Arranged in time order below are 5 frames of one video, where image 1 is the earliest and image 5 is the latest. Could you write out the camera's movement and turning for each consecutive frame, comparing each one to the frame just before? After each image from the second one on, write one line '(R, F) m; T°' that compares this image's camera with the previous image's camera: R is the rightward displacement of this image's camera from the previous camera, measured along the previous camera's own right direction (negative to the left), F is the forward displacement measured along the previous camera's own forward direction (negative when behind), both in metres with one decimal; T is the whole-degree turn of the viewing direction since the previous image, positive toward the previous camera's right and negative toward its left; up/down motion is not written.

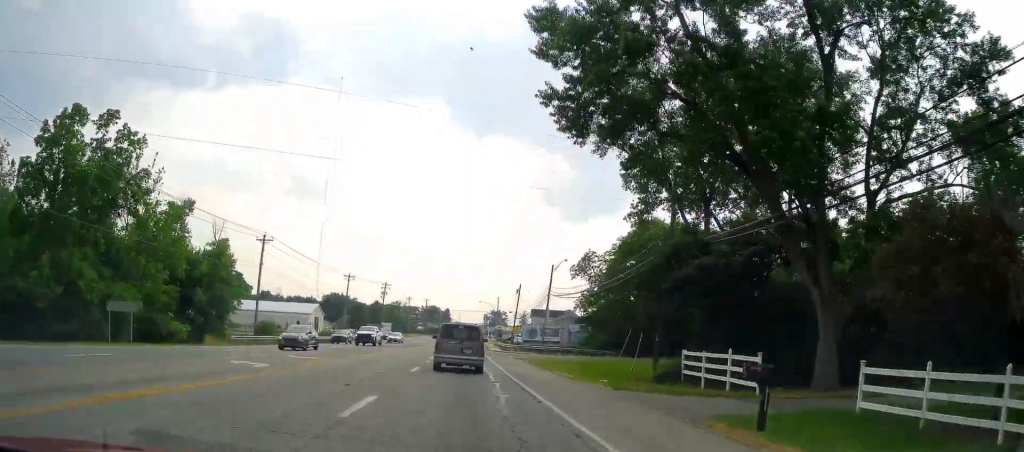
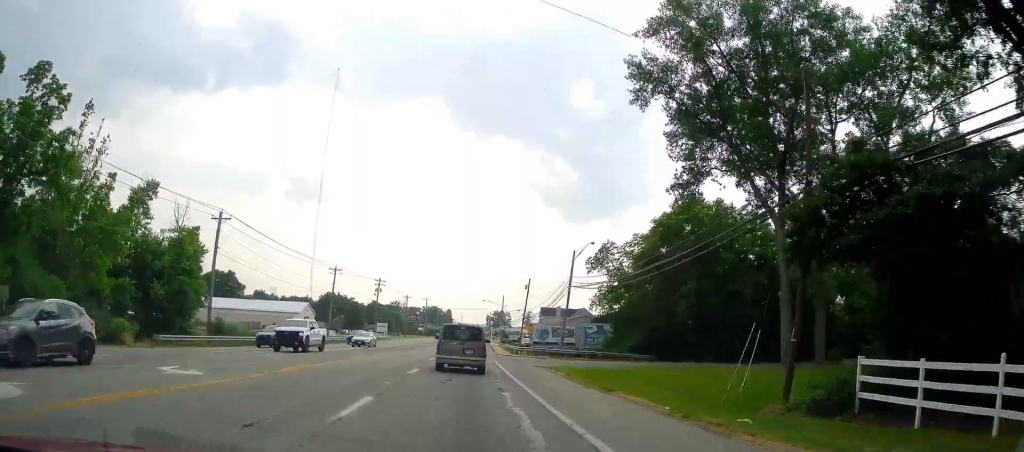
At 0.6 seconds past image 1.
(+0.1, +12.3) m; 0°
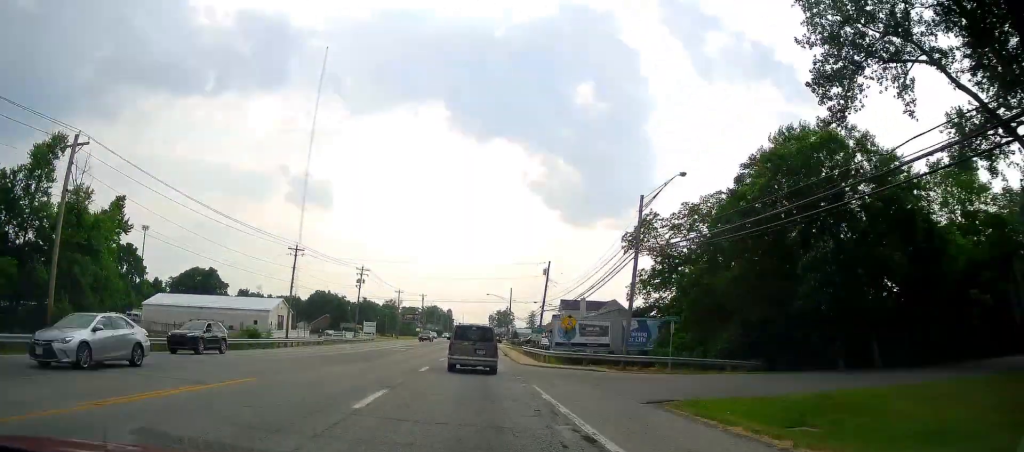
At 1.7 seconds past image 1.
(+0.2, +21.7) m; 0°
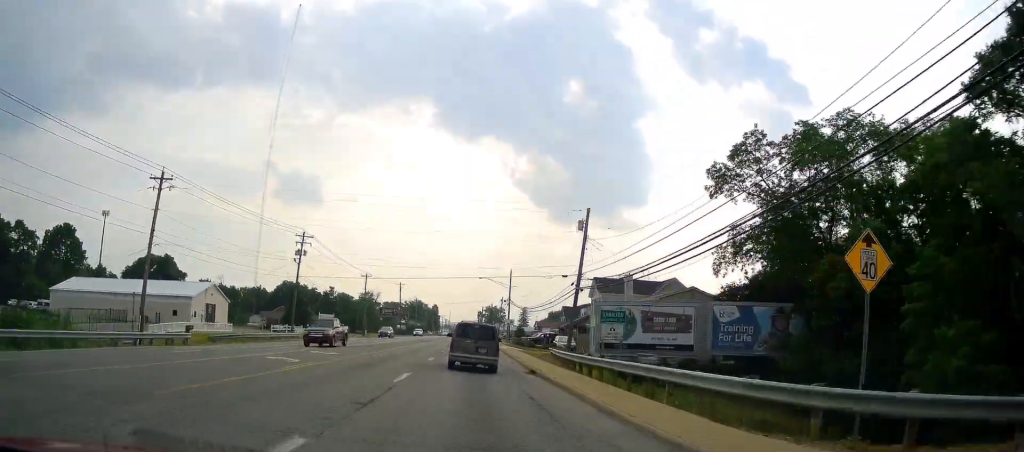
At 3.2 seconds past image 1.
(0.0, +30.3) m; +1°
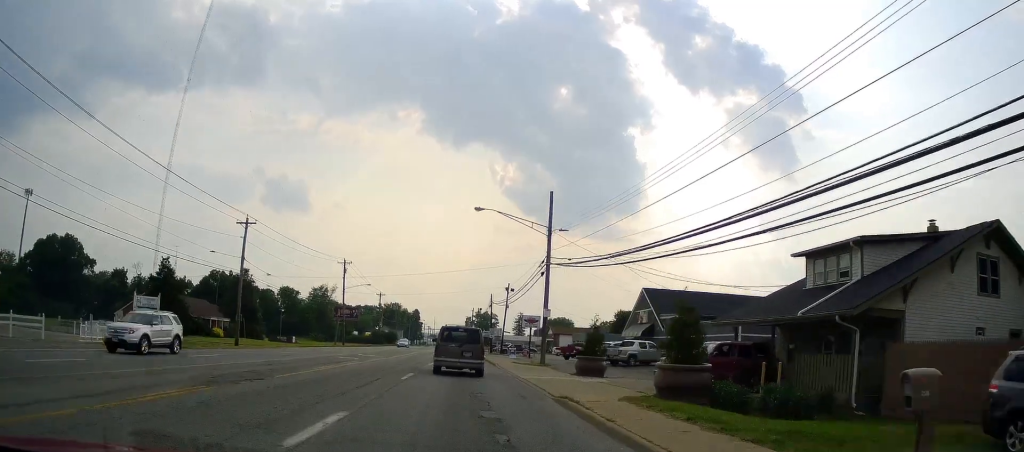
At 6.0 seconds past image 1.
(+0.3, +56.2) m; -1°
